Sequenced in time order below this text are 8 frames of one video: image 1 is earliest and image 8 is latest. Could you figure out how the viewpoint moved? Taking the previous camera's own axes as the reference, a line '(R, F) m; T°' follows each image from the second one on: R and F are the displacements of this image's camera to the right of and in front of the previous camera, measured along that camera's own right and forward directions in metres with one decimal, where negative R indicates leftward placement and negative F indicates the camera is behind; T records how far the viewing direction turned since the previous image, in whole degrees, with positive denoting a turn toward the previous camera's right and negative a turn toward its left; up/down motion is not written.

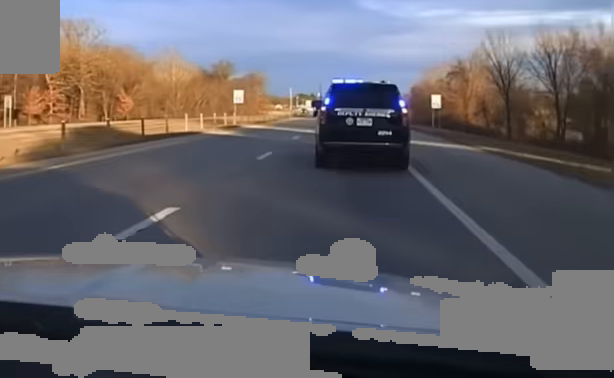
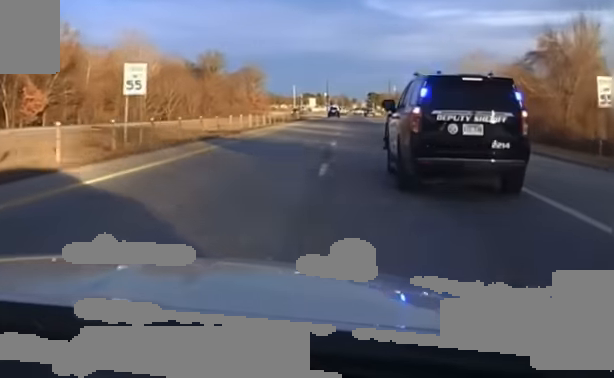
(-0.3, +39.1) m; -1°
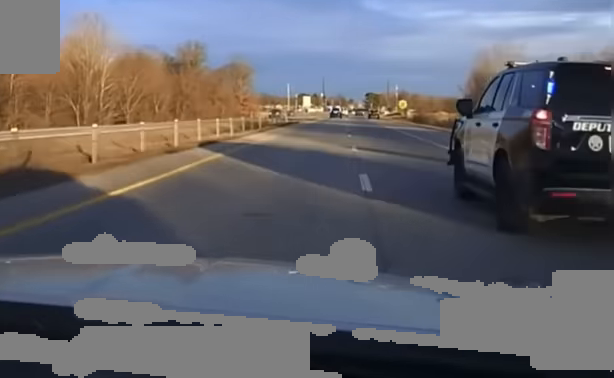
(-0.1, +26.3) m; 0°
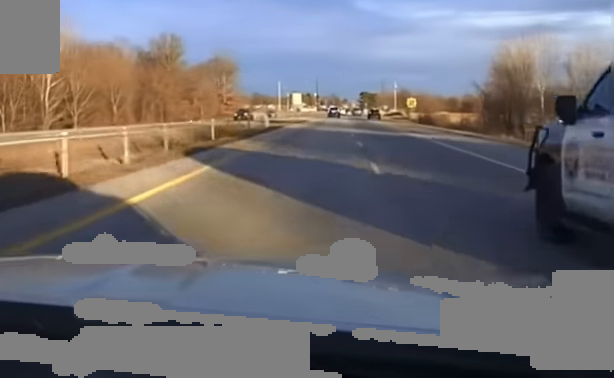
(0.0, +21.6) m; 0°
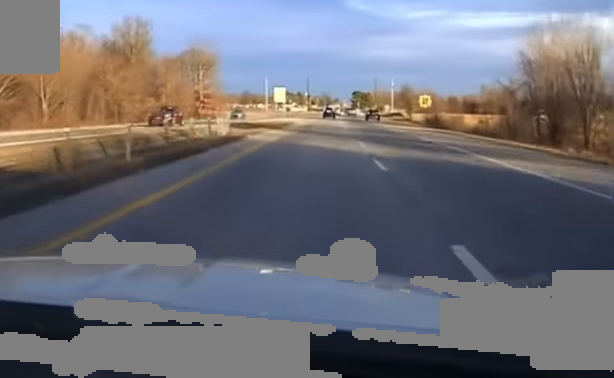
(0.0, +21.8) m; 0°
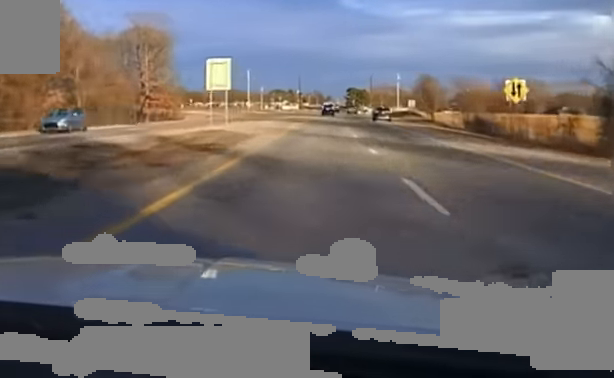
(+0.5, +44.8) m; +1°
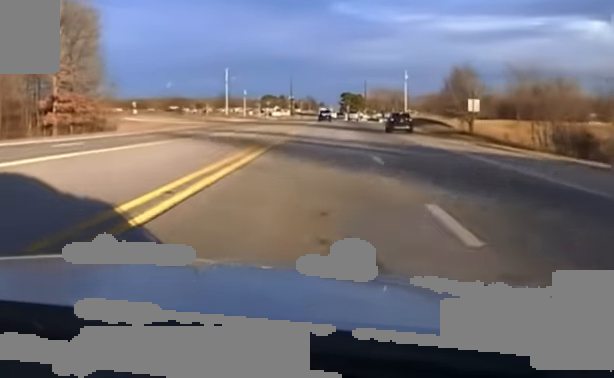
(+0.4, +38.1) m; +1°
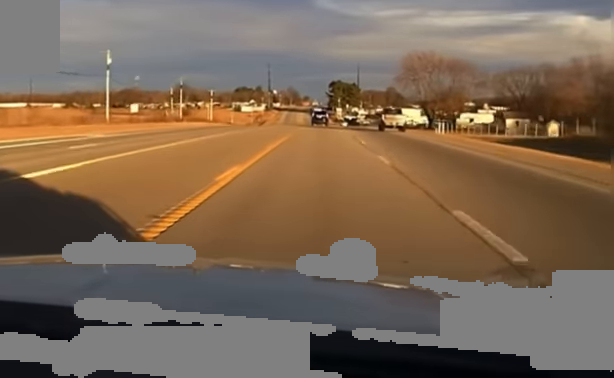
(+2.3, +145.5) m; +1°
